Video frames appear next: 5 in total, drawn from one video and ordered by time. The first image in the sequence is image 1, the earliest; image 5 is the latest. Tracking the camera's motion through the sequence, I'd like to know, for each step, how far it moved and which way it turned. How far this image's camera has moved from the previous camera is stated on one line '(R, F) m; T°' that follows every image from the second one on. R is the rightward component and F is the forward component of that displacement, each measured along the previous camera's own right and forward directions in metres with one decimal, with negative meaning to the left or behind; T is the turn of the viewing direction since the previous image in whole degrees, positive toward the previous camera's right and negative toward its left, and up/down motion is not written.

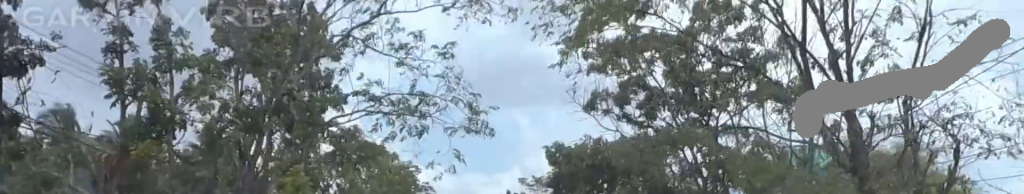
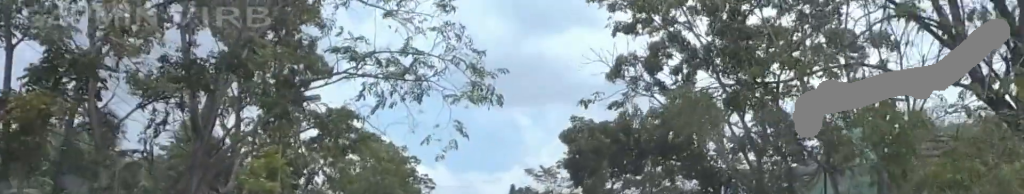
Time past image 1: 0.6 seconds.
(-0.1, +5.5) m; -1°
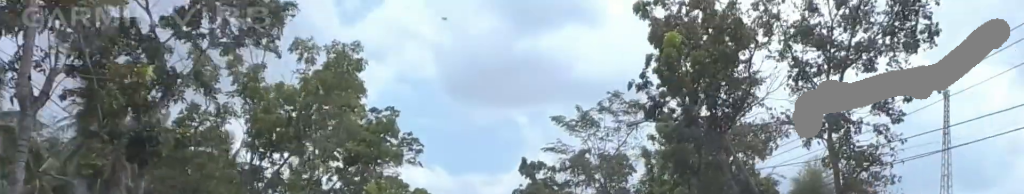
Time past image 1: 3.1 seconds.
(+0.5, +22.6) m; +1°
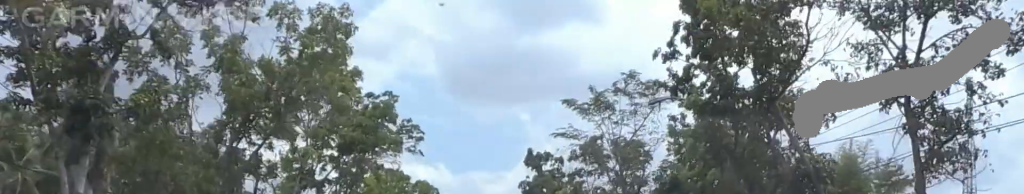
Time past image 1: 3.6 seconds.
(0.0, +3.9) m; -1°
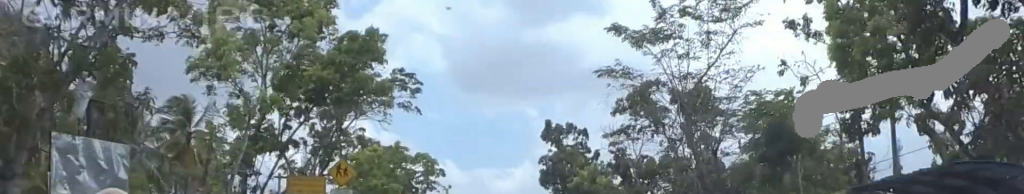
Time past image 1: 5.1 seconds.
(0.0, +13.6) m; 0°
